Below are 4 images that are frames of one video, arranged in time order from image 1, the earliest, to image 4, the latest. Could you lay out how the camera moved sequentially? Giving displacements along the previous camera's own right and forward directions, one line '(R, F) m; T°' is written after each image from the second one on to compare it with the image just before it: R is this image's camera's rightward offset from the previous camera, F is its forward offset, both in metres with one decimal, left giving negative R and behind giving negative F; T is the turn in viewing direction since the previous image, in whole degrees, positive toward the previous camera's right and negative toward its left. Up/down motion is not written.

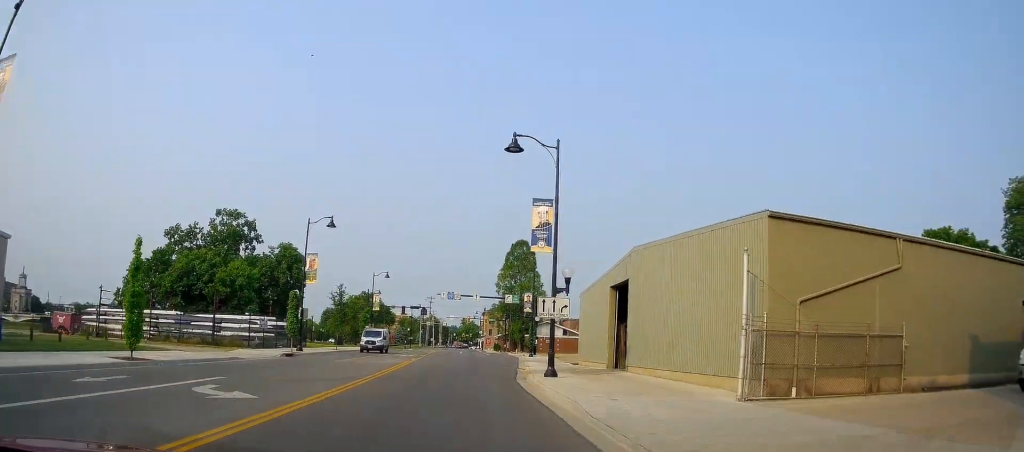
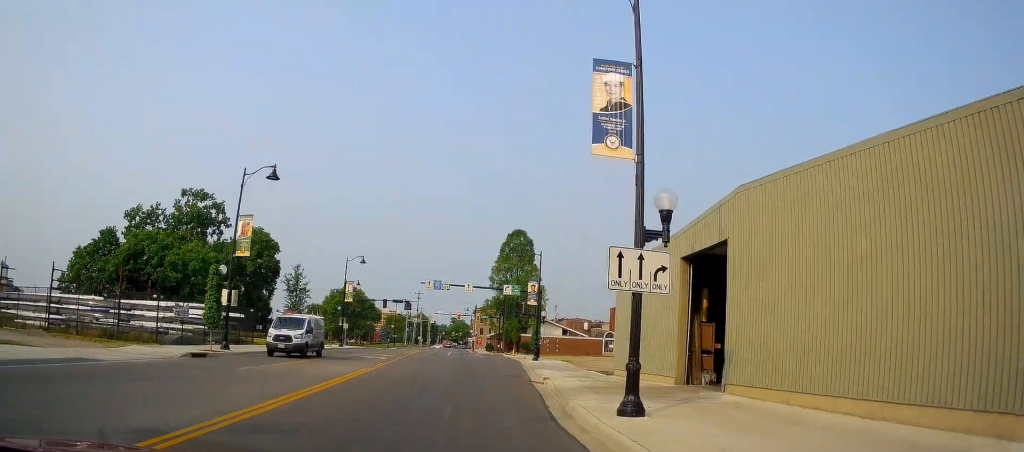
(-0.5, +11.6) m; +1°
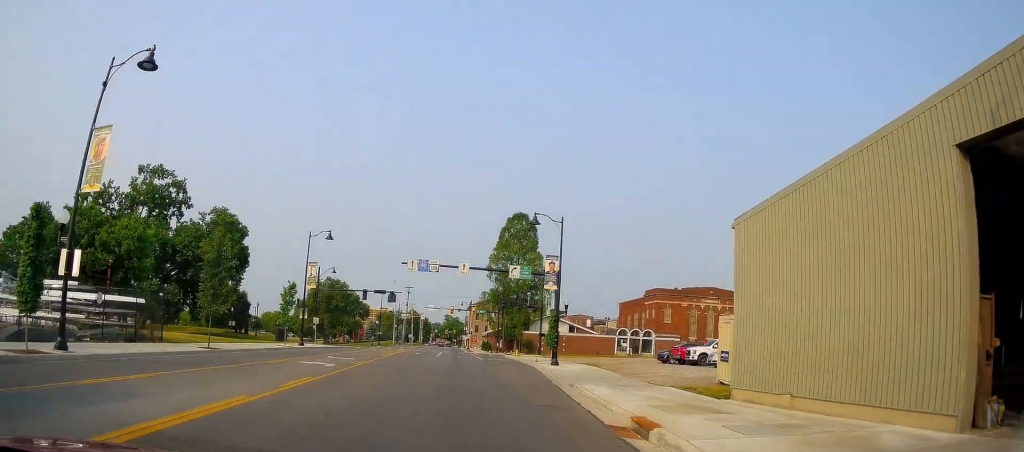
(+0.7, +12.9) m; +2°
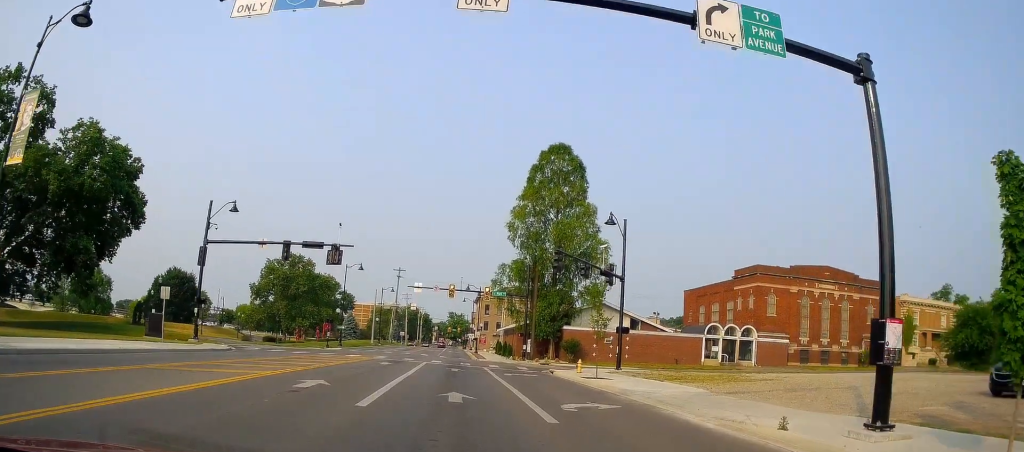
(-1.6, +34.5) m; -1°
